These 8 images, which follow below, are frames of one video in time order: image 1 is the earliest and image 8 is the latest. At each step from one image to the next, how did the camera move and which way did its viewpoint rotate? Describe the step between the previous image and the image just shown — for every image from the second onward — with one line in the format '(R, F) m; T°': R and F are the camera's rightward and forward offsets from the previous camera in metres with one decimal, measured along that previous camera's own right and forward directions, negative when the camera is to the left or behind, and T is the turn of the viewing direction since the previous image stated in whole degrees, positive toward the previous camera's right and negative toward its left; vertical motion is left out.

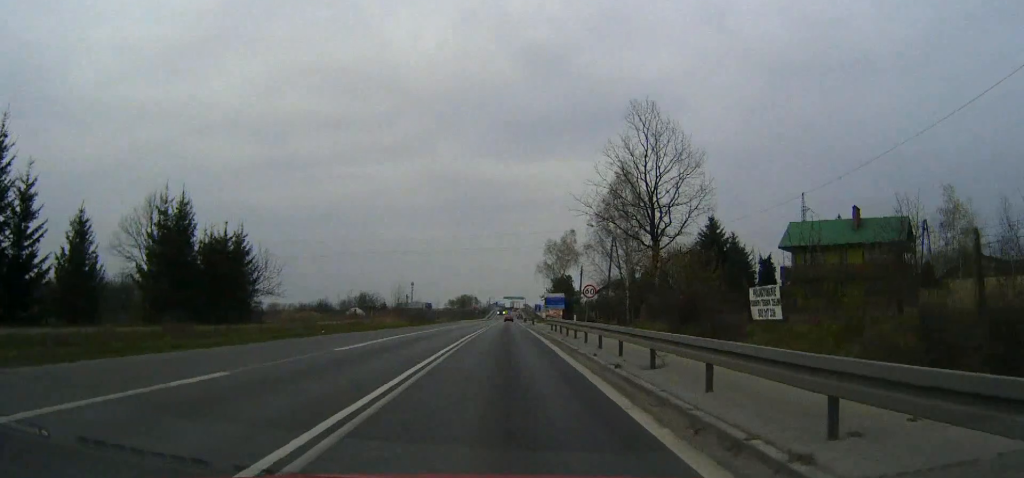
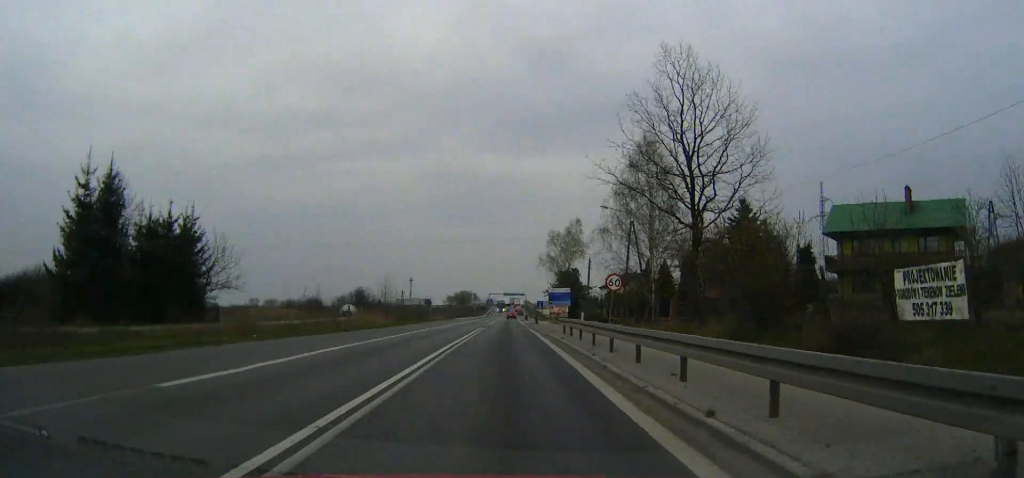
(0.0, +10.6) m; 0°
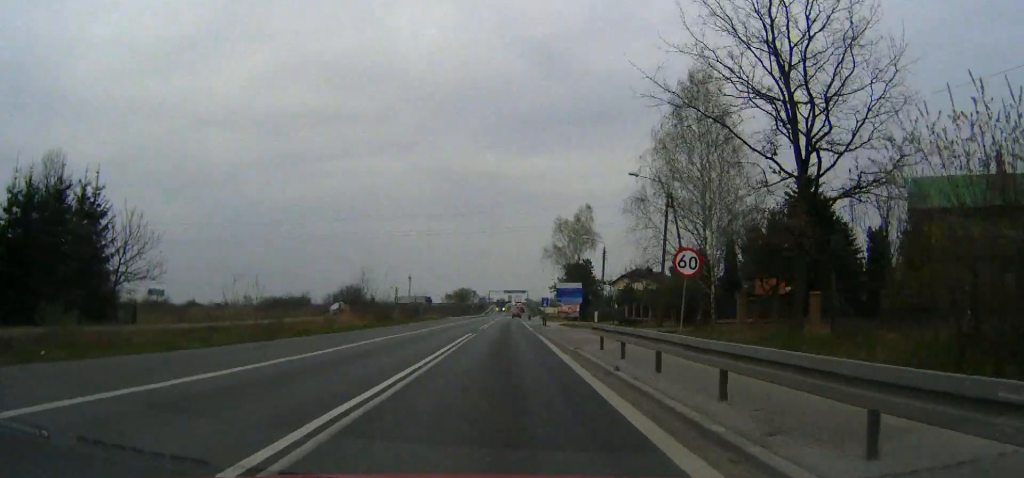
(0.0, +14.3) m; 0°
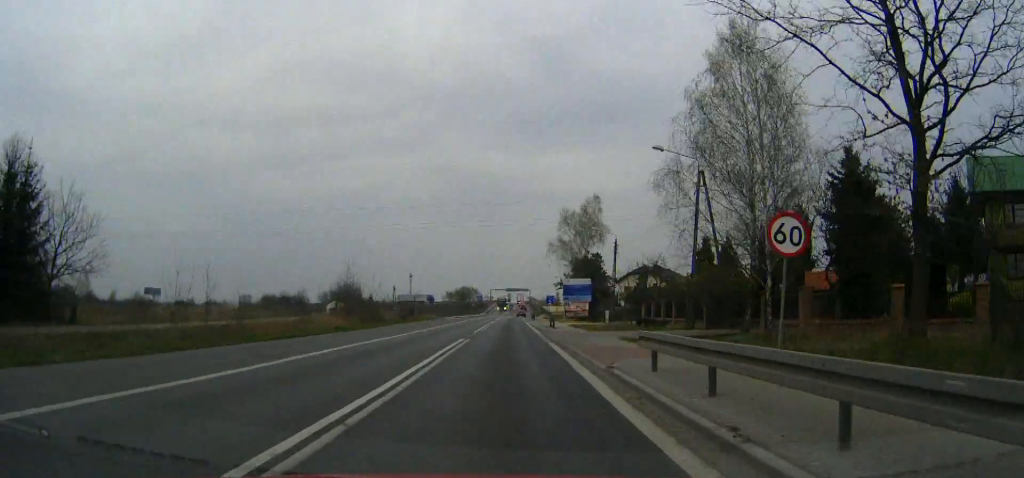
(0.0, +7.4) m; 0°
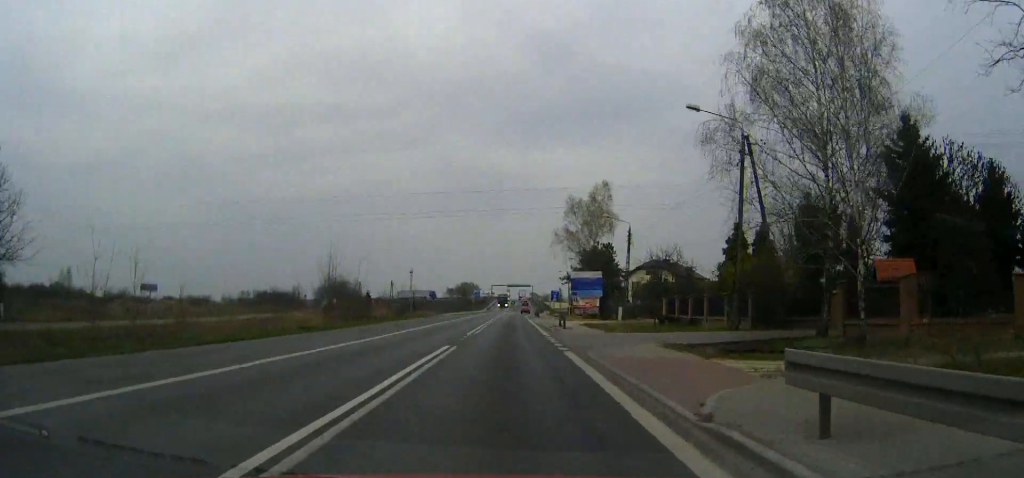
(0.0, +7.5) m; 0°
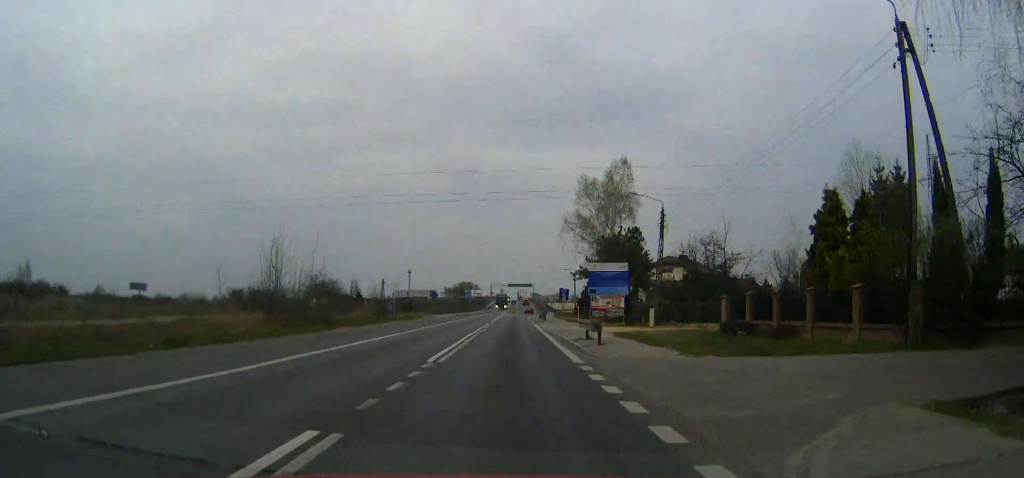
(0.0, +14.5) m; 0°
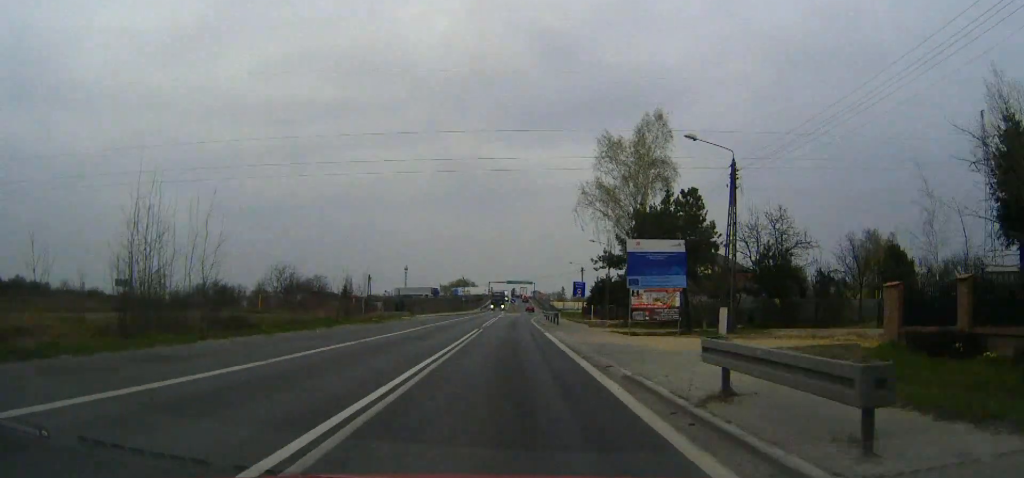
(0.0, +17.3) m; 0°
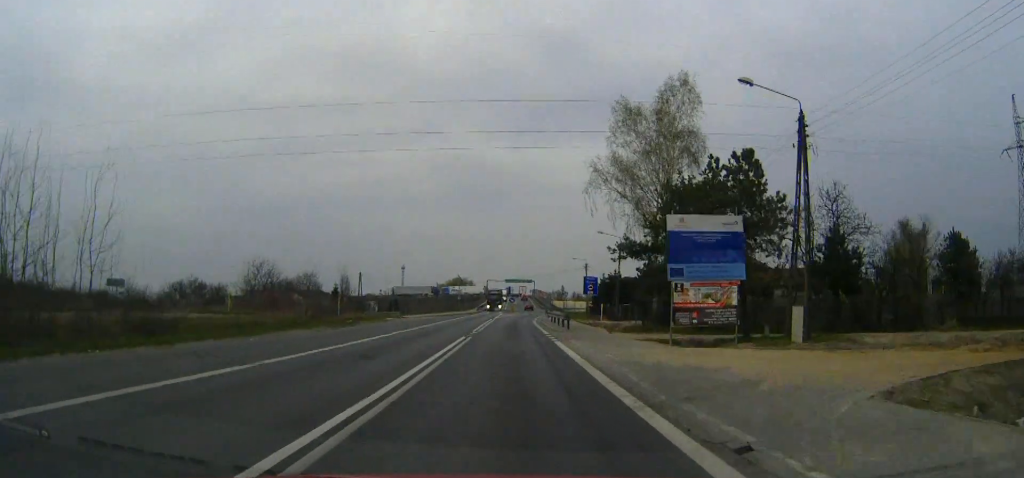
(0.0, +9.2) m; 0°
